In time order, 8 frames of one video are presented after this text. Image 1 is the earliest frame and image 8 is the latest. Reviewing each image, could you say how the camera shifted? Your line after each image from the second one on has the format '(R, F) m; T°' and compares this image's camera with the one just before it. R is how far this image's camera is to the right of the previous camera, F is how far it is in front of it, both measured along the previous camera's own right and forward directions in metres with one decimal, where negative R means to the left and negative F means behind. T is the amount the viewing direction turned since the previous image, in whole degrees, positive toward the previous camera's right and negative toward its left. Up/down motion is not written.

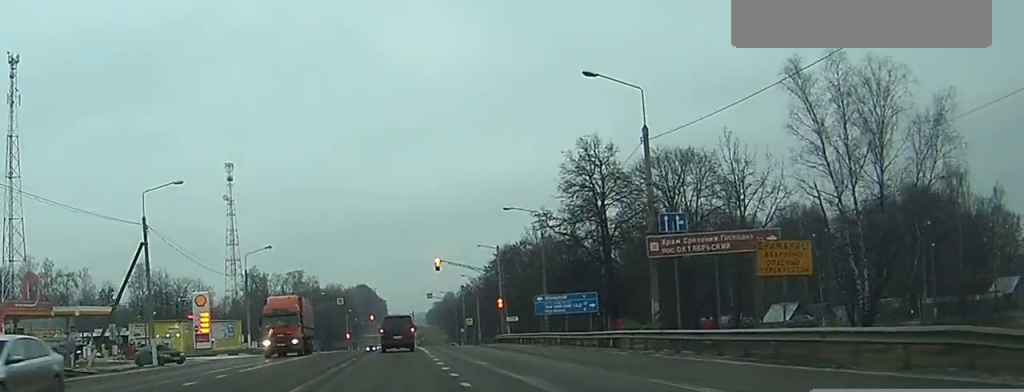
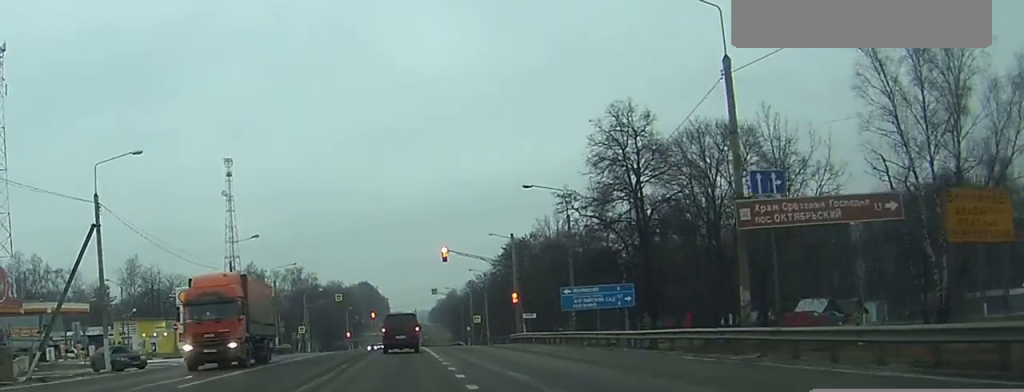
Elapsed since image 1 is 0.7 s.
(0.0, +9.0) m; 0°
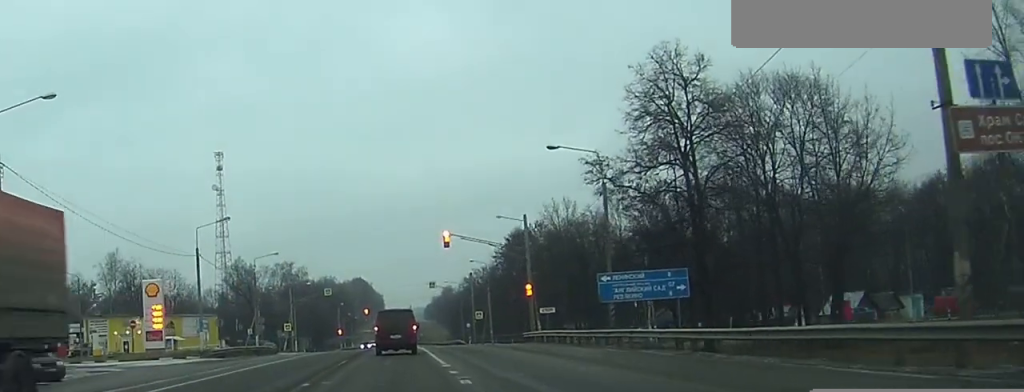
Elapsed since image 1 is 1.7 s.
(0.0, +10.7) m; 0°
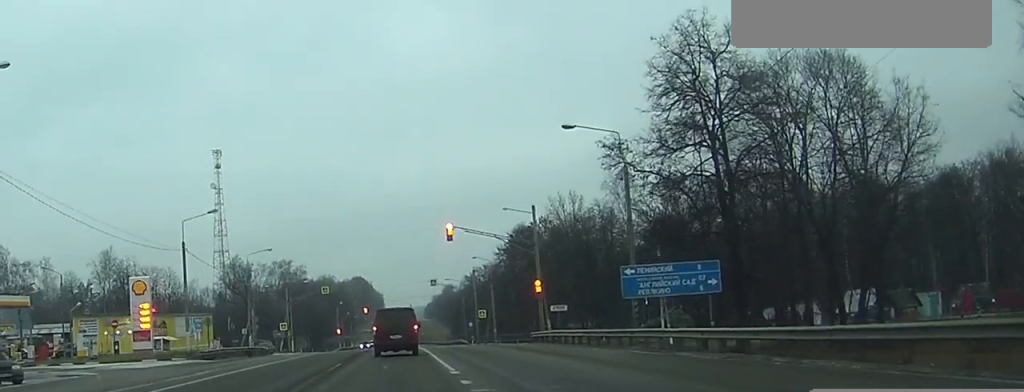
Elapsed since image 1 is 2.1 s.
(0.0, +4.3) m; 0°
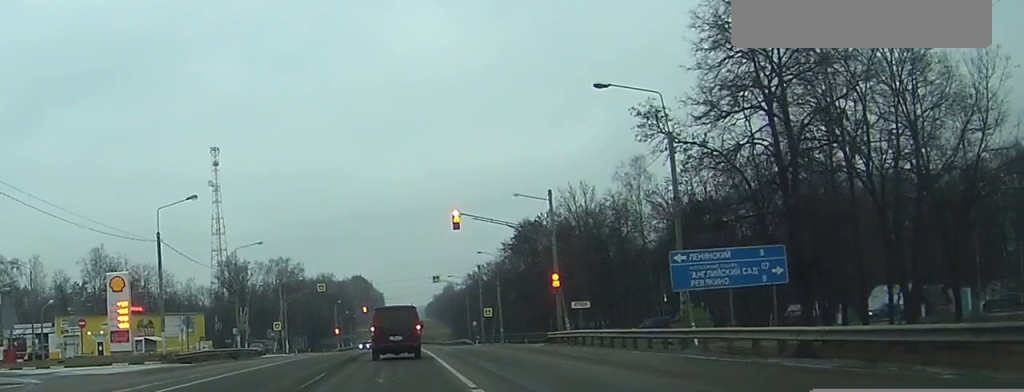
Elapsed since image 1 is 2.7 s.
(0.0, +6.7) m; 0°
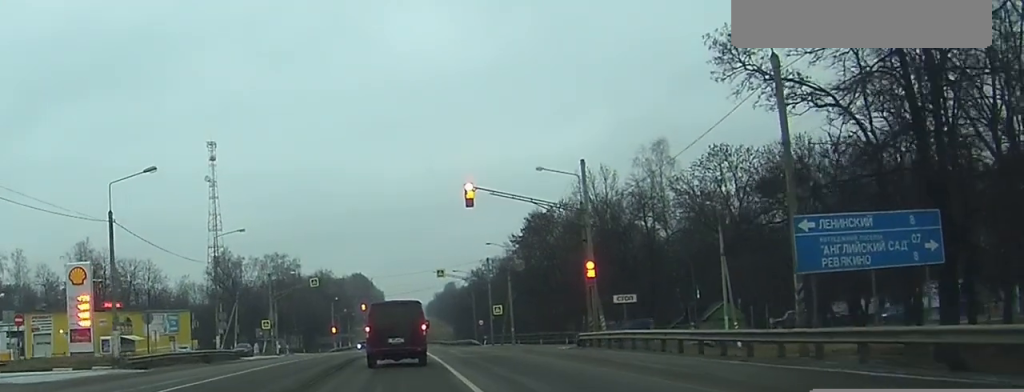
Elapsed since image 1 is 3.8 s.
(0.0, +9.8) m; 0°
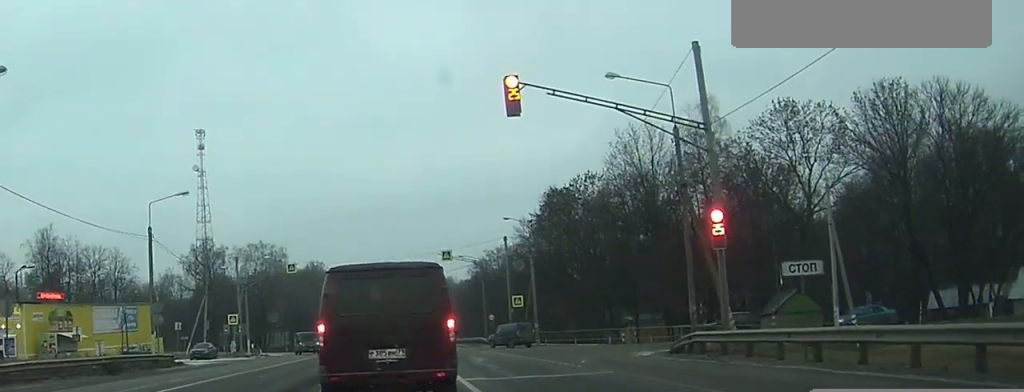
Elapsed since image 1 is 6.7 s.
(-0.2, +17.4) m; -2°
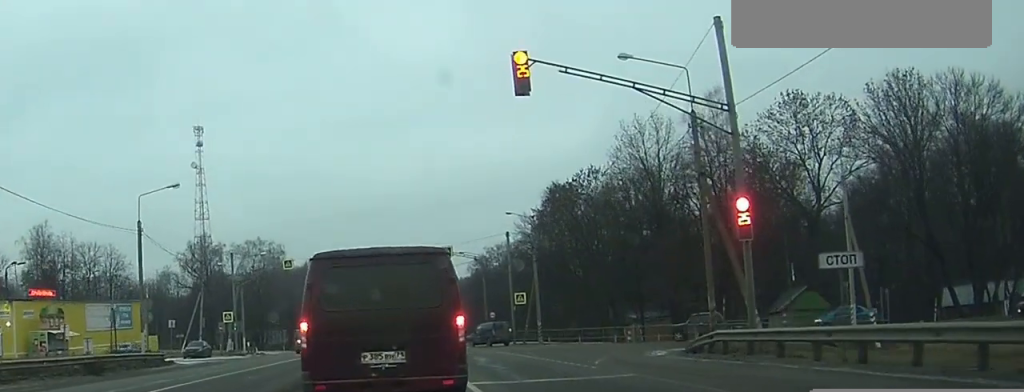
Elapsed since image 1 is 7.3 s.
(-0.3, +2.0) m; +3°
